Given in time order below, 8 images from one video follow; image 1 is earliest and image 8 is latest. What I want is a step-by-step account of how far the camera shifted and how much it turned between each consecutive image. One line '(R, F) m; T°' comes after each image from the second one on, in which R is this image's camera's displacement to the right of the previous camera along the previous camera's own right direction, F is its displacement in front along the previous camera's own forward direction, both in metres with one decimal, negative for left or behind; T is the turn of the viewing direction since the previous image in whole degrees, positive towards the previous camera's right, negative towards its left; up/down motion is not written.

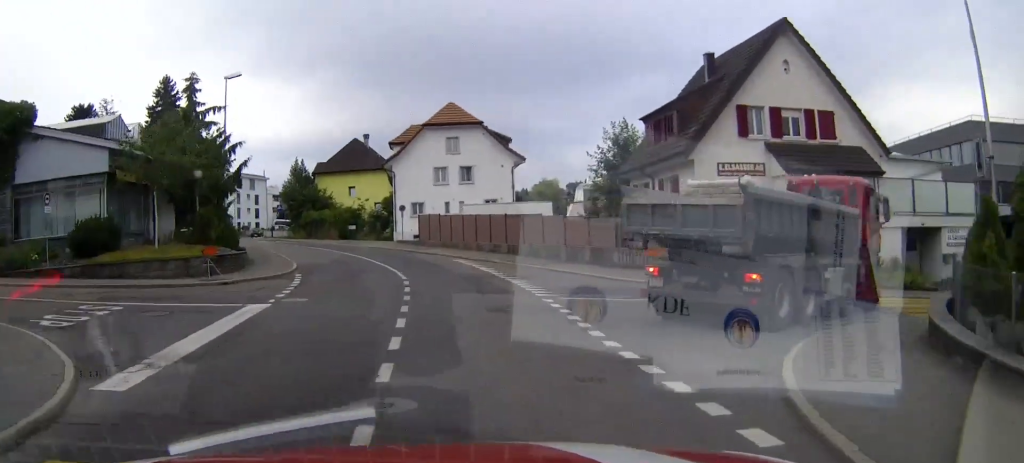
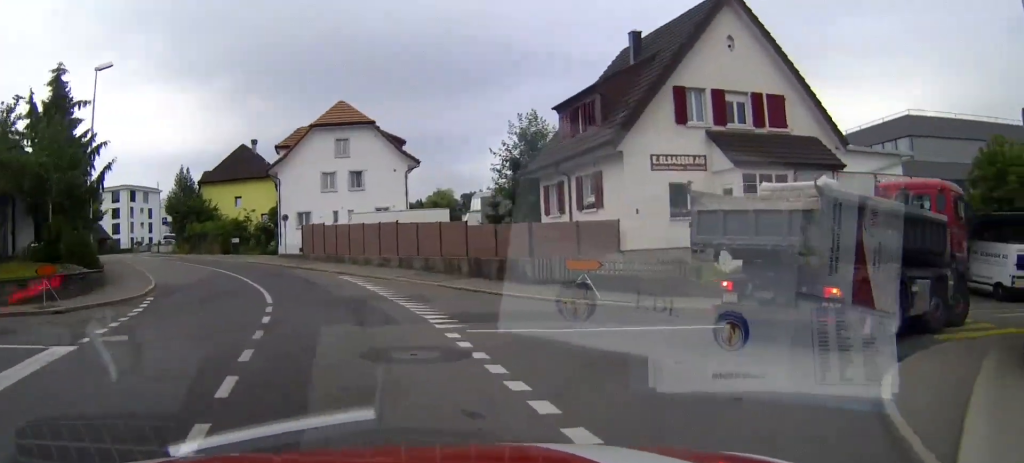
(+0.4, +5.1) m; +13°
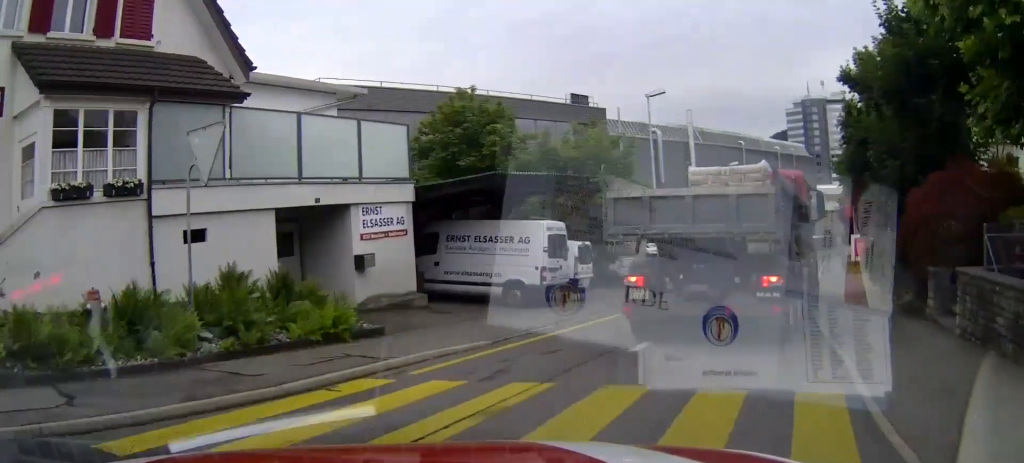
(+5.8, +11.2) m; +50°
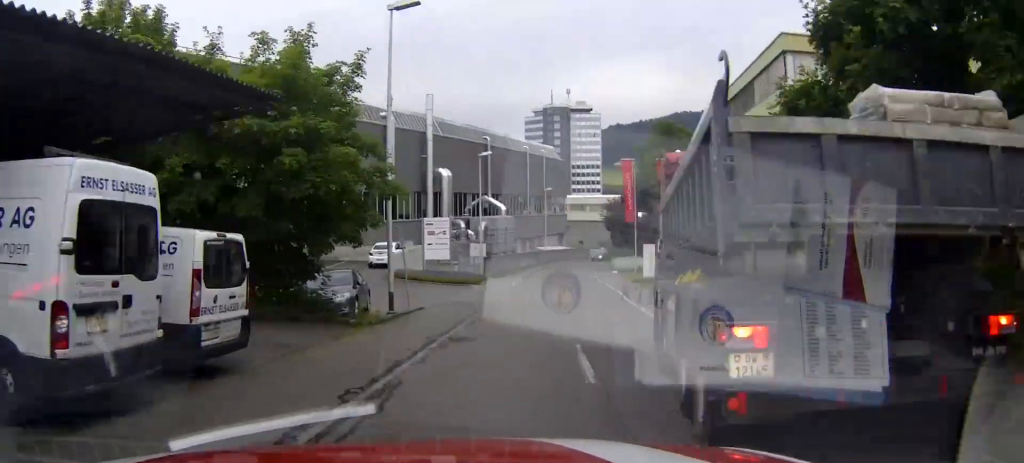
(+1.6, +11.6) m; +12°
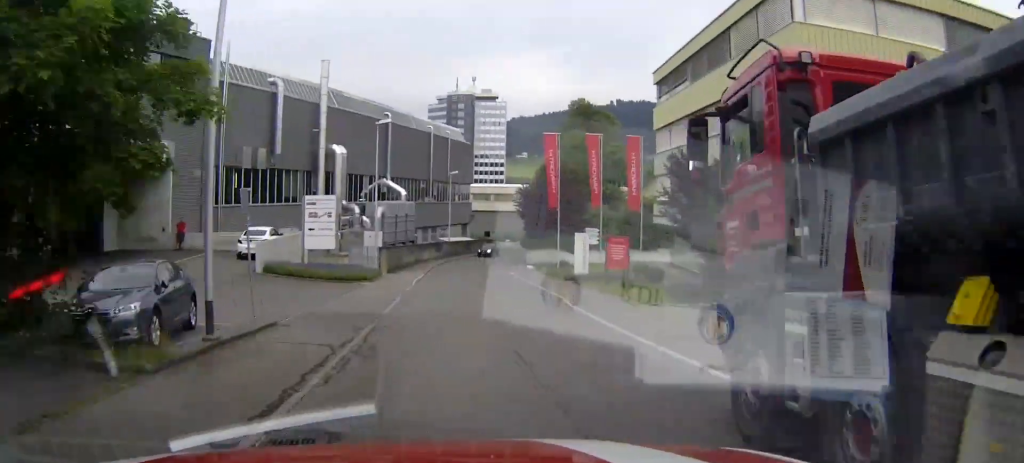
(0.0, +6.3) m; +6°
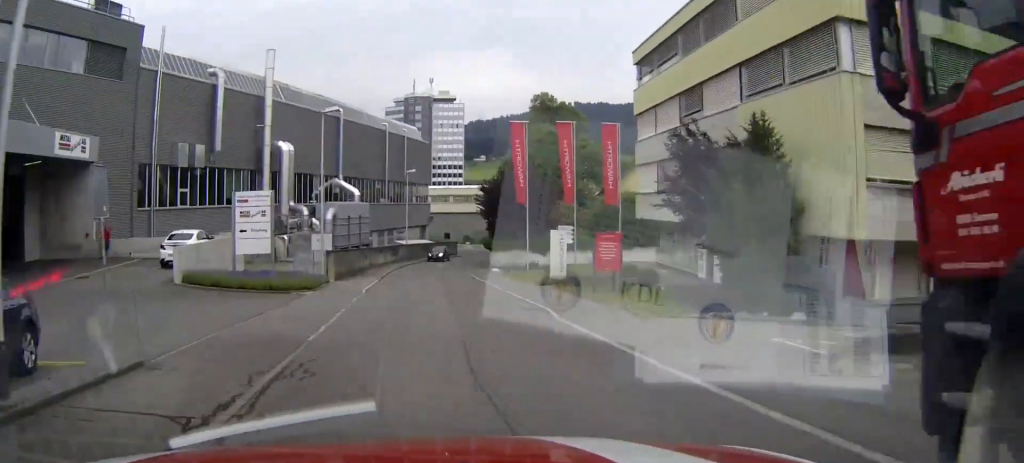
(+0.4, +4.3) m; +2°
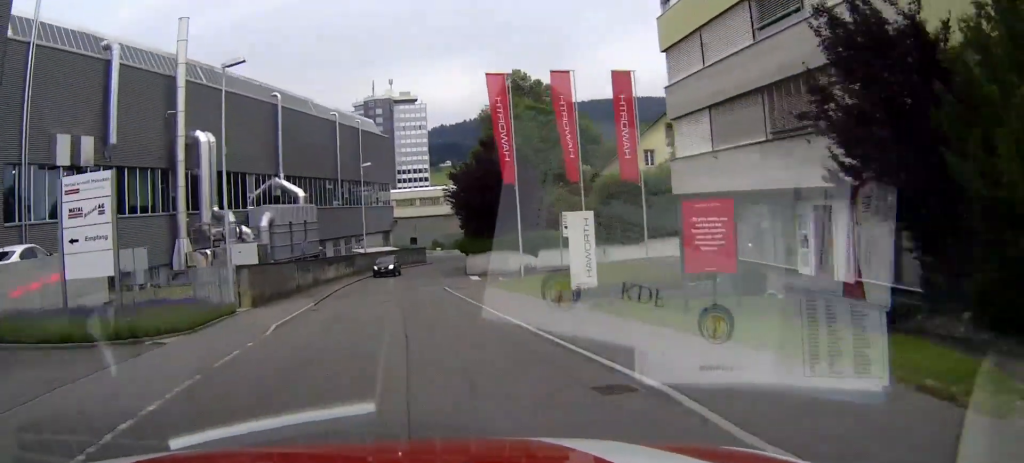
(+0.4, +9.9) m; +2°
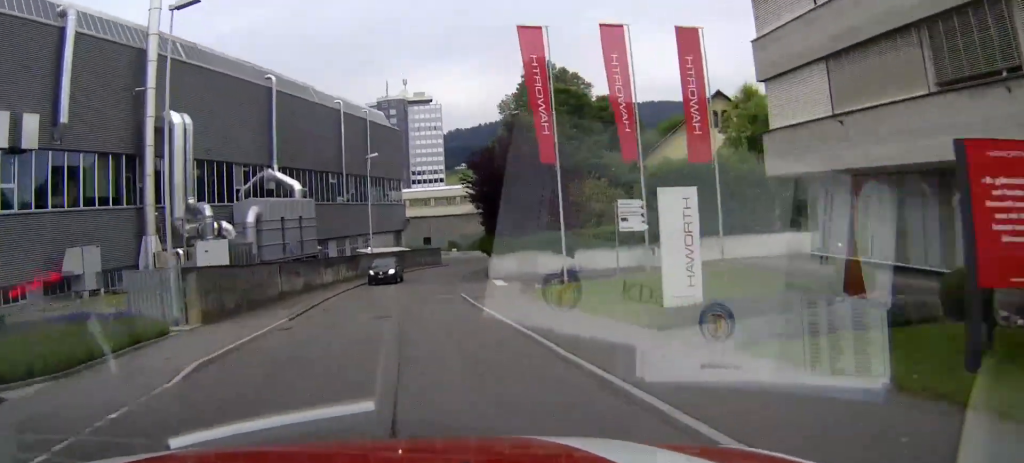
(0.0, +6.0) m; 0°
